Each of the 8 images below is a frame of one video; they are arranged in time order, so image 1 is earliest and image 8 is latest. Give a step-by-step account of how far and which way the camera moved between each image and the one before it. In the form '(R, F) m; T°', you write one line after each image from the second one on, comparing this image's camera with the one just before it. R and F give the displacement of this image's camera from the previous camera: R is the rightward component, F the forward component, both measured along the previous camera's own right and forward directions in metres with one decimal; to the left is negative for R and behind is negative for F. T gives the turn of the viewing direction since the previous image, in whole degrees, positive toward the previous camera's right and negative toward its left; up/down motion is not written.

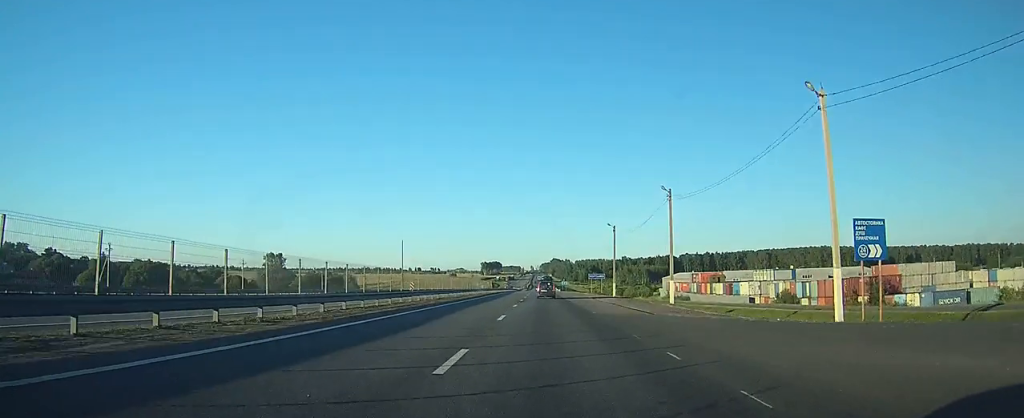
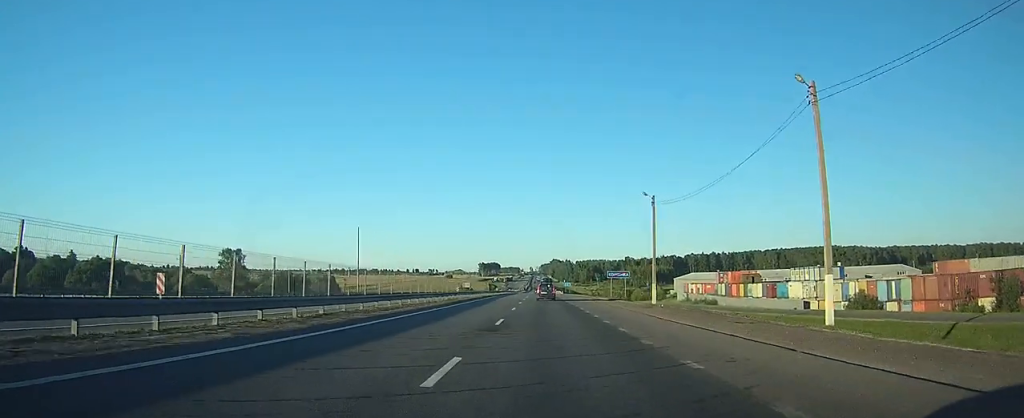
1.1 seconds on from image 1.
(+0.2, +25.6) m; 0°
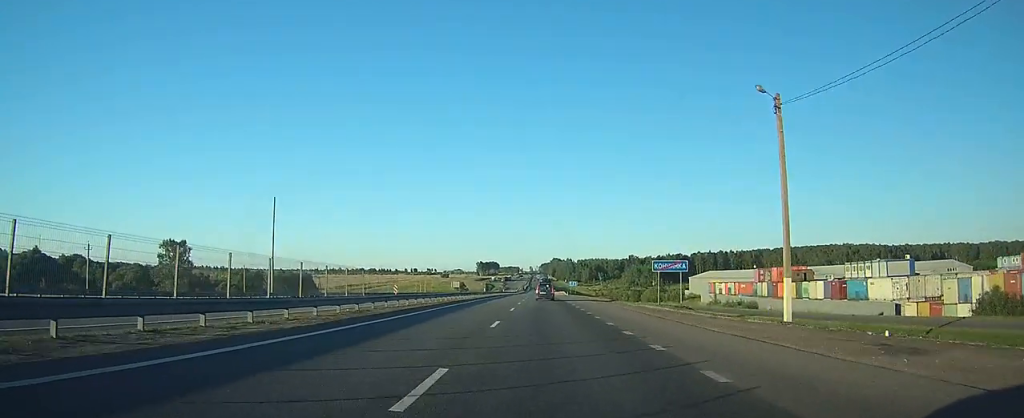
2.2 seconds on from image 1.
(0.0, +26.1) m; 0°
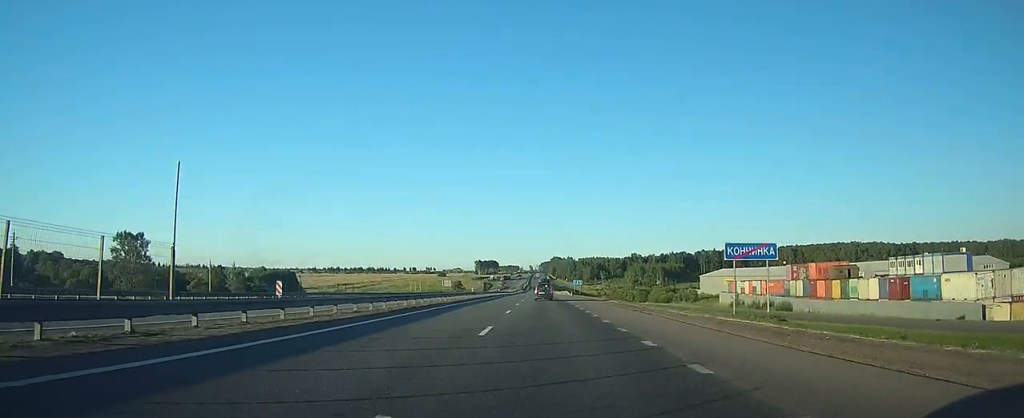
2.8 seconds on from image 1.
(0.0, +15.6) m; 0°
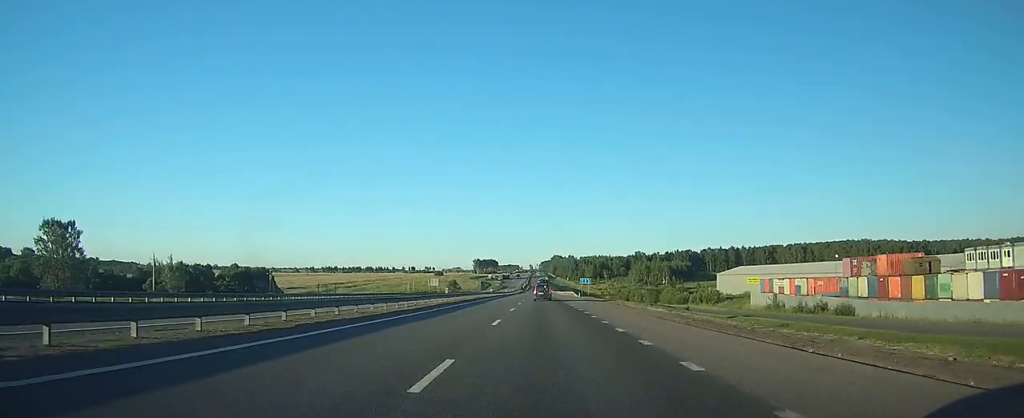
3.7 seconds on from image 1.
(-0.1, +20.2) m; -1°
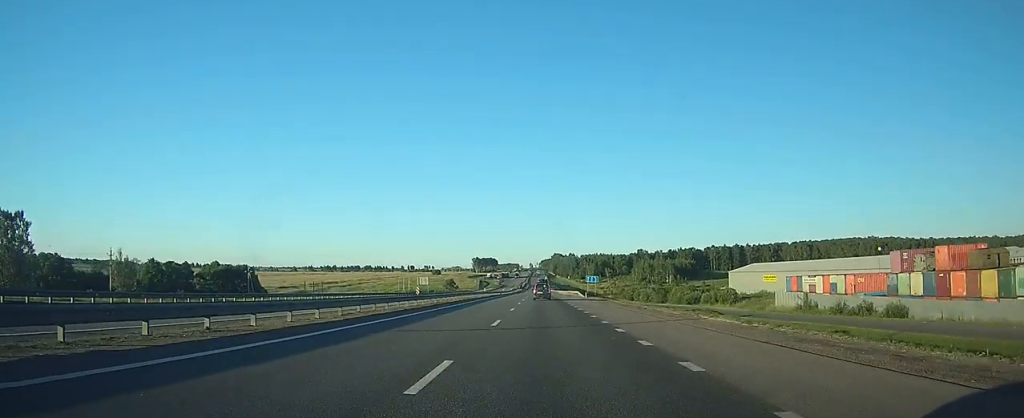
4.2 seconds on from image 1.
(-0.1, +12.4) m; 0°
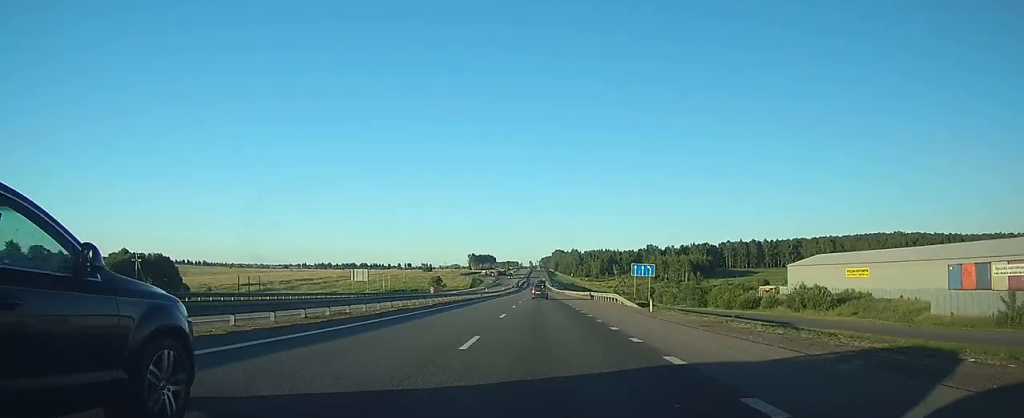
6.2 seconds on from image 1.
(+0.3, +44.4) m; +1°
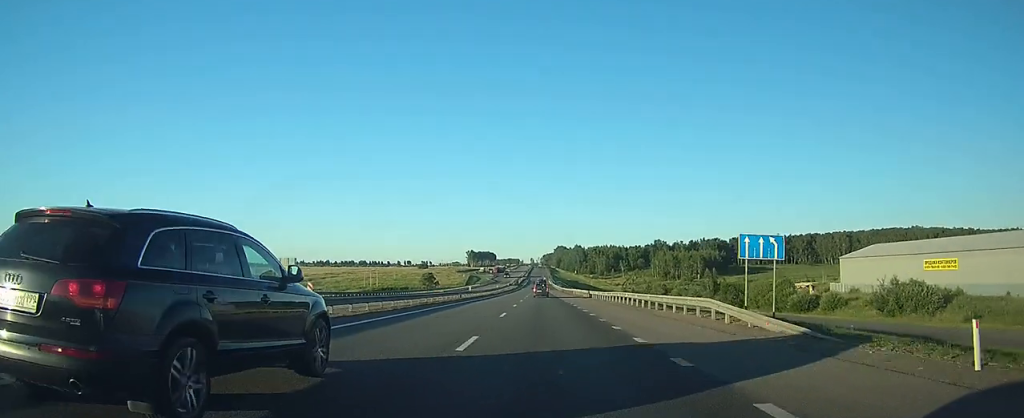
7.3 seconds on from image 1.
(+0.2, +24.9) m; +1°
